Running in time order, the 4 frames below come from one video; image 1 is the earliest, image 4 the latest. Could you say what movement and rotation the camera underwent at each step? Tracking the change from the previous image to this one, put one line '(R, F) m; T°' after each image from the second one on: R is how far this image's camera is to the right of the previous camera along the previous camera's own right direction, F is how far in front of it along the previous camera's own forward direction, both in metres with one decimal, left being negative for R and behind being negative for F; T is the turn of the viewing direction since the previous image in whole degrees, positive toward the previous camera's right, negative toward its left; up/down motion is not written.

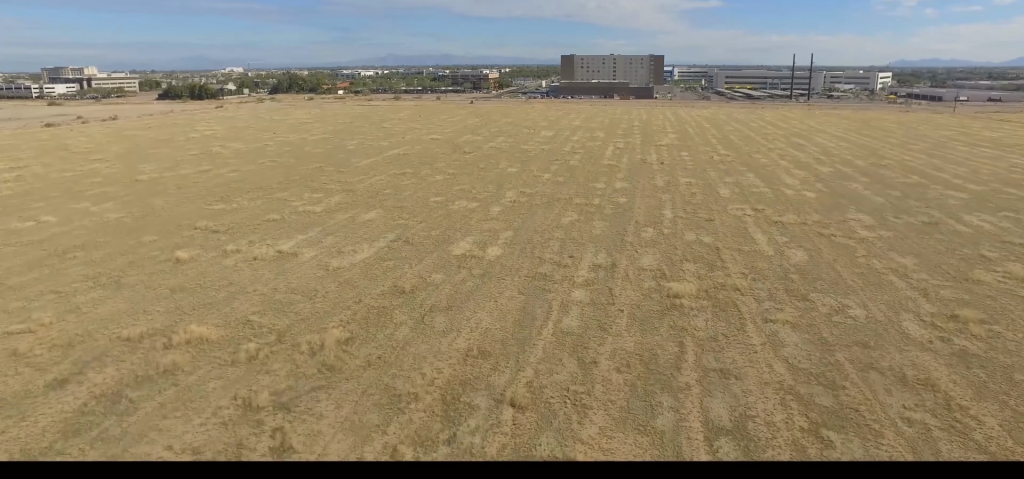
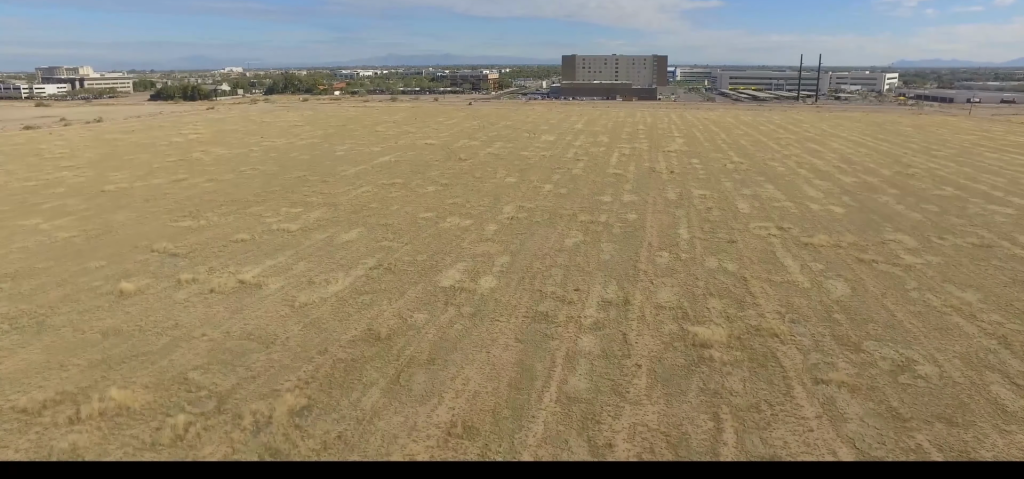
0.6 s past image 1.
(0.0, +7.8) m; 0°
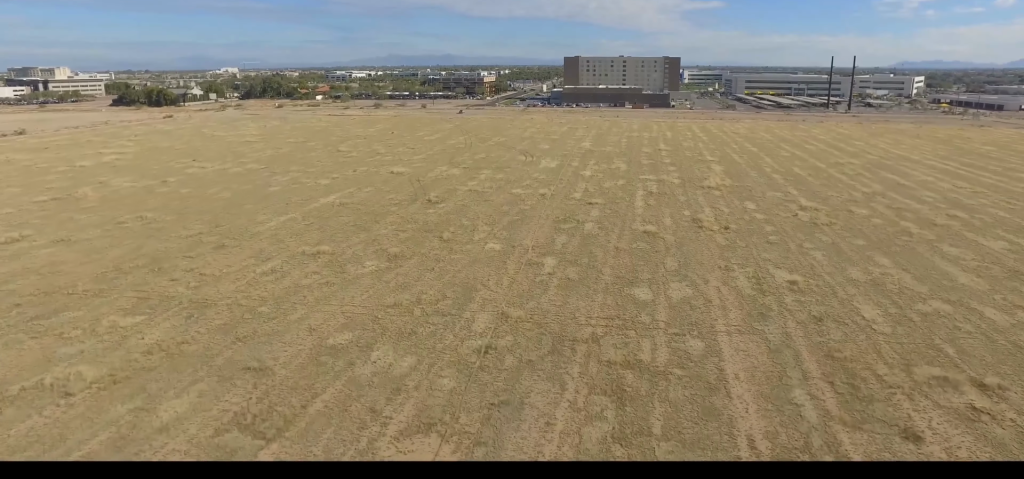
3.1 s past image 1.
(+0.3, +32.3) m; +1°
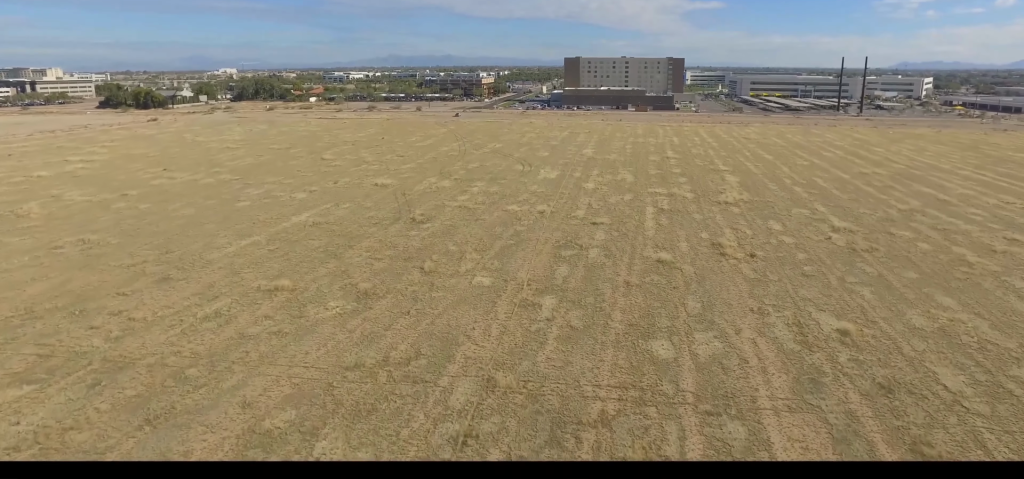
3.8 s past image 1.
(0.0, +9.8) m; 0°
